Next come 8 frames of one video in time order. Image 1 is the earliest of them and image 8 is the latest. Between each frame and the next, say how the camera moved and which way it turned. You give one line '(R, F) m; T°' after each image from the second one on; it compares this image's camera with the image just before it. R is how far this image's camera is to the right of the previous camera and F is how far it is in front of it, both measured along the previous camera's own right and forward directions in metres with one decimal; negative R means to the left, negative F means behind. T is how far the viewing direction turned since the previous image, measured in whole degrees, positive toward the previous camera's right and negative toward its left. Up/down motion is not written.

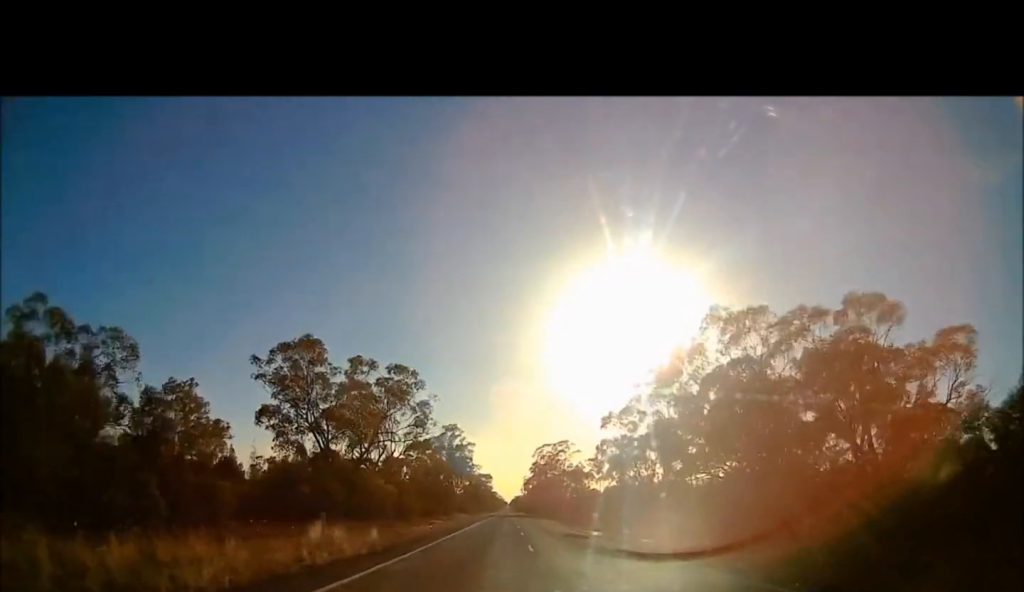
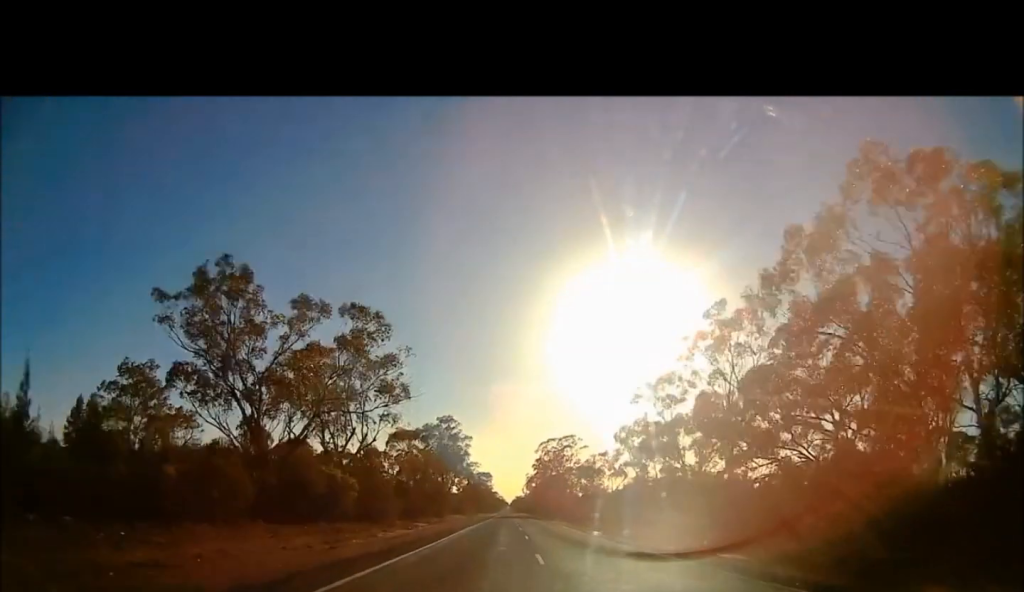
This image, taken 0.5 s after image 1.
(-2.1, +10.1) m; -2°
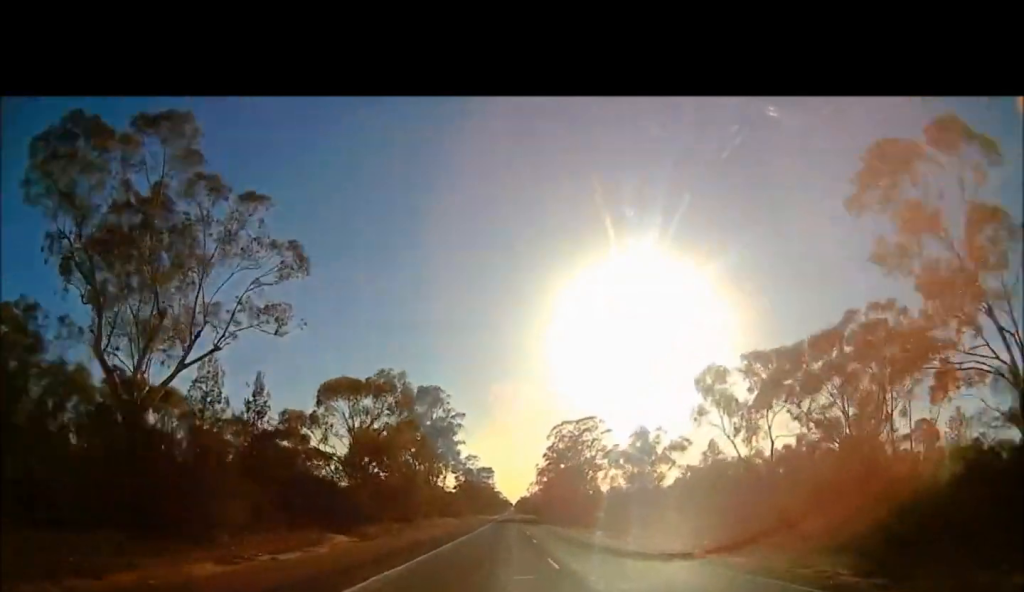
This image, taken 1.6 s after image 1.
(-0.8, +28.1) m; +1°
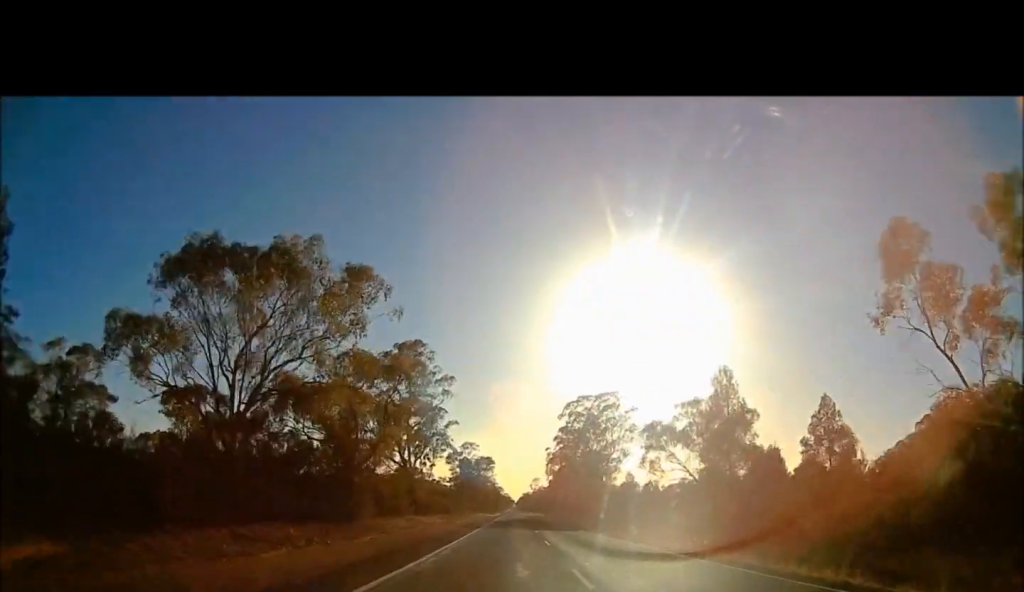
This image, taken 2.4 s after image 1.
(+1.0, +26.8) m; +2°
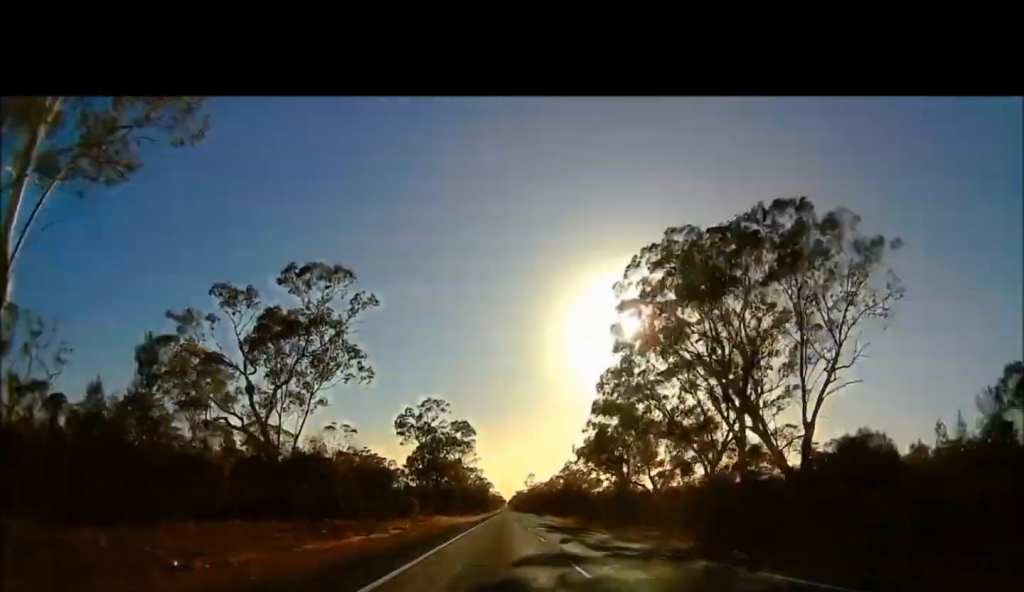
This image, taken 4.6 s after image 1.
(-1.0, +83.2) m; -1°
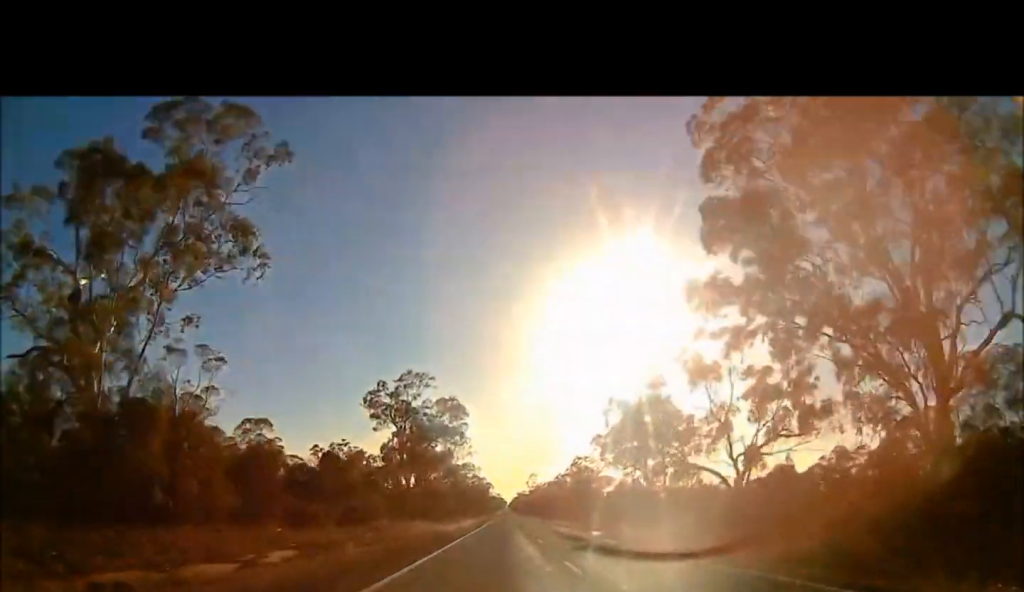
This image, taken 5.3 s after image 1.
(-0.1, +29.1) m; 0°
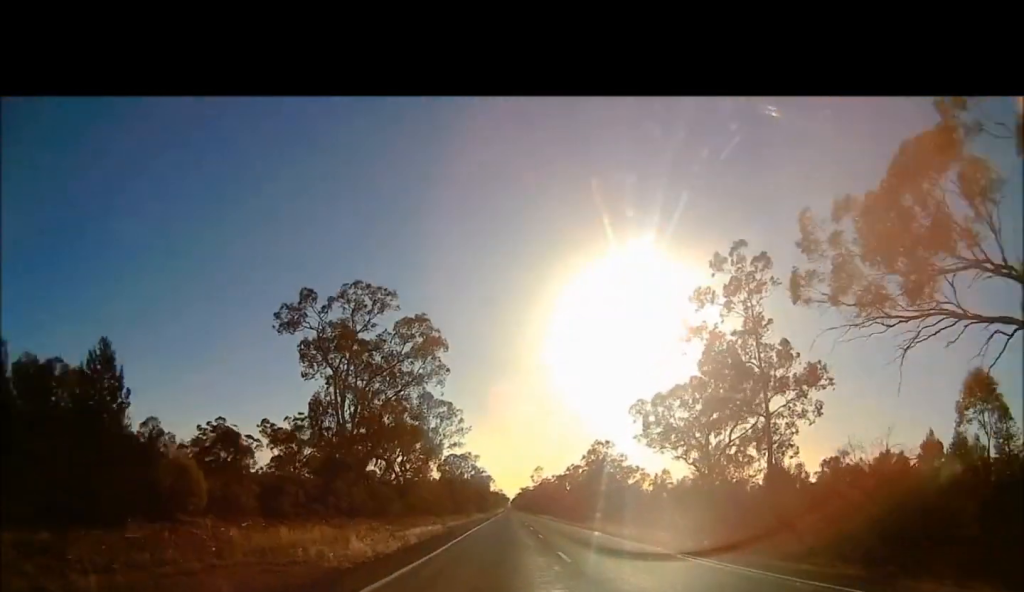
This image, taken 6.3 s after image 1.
(+0.3, +39.3) m; +1°
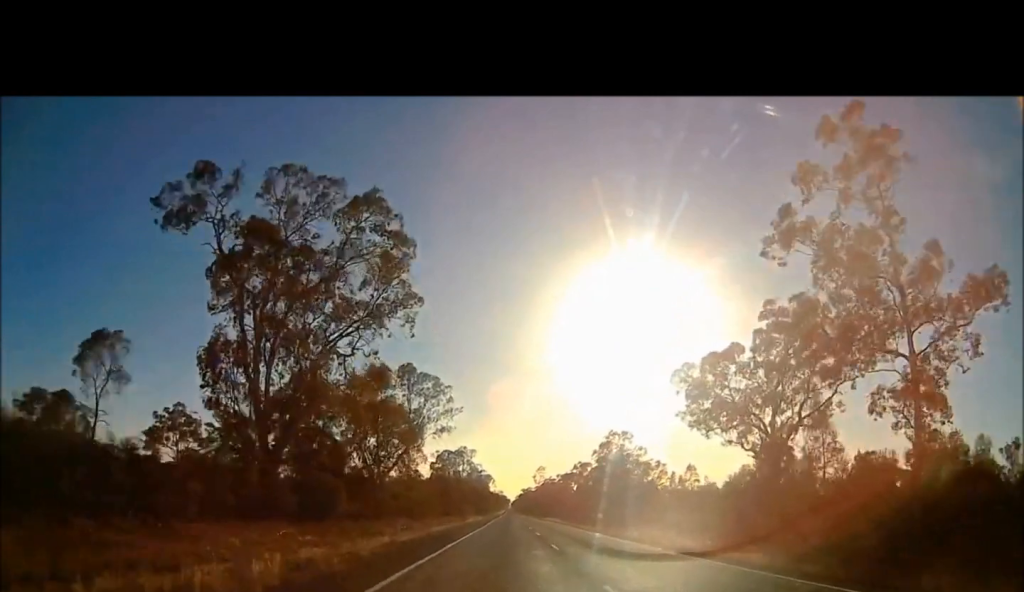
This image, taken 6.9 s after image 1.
(+0.3, +22.2) m; +1°
